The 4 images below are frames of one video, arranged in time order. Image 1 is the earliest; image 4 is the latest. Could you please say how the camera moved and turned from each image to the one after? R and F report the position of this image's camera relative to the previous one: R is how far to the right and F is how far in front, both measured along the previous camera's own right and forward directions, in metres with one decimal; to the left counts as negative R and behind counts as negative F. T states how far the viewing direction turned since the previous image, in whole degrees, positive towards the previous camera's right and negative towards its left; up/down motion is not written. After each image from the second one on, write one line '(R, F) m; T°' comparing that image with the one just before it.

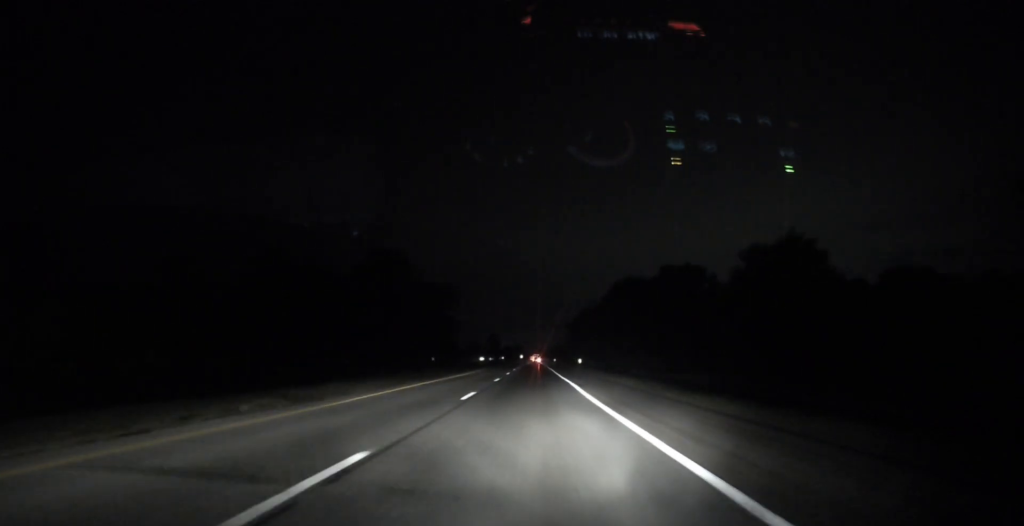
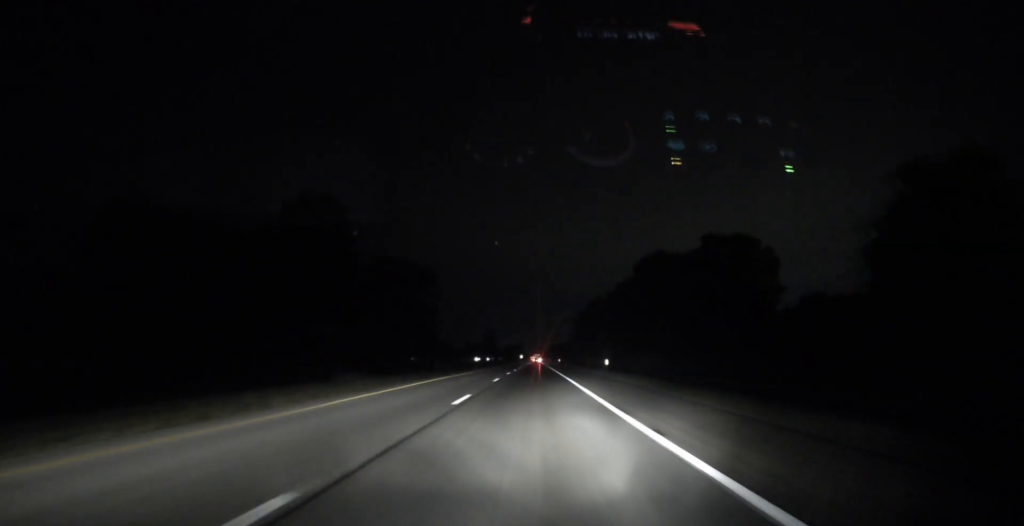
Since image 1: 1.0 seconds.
(0.0, +33.3) m; 0°
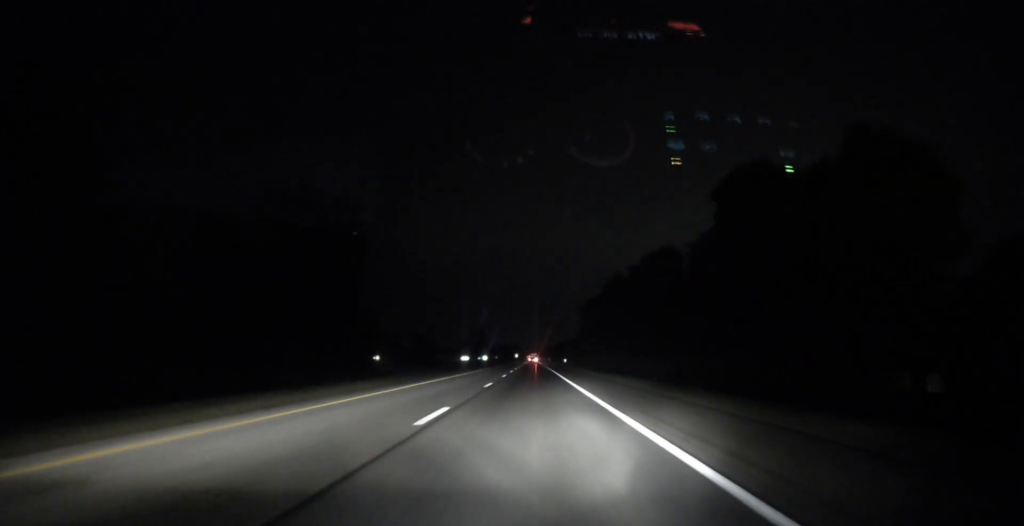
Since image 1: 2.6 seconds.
(-0.1, +50.1) m; 0°
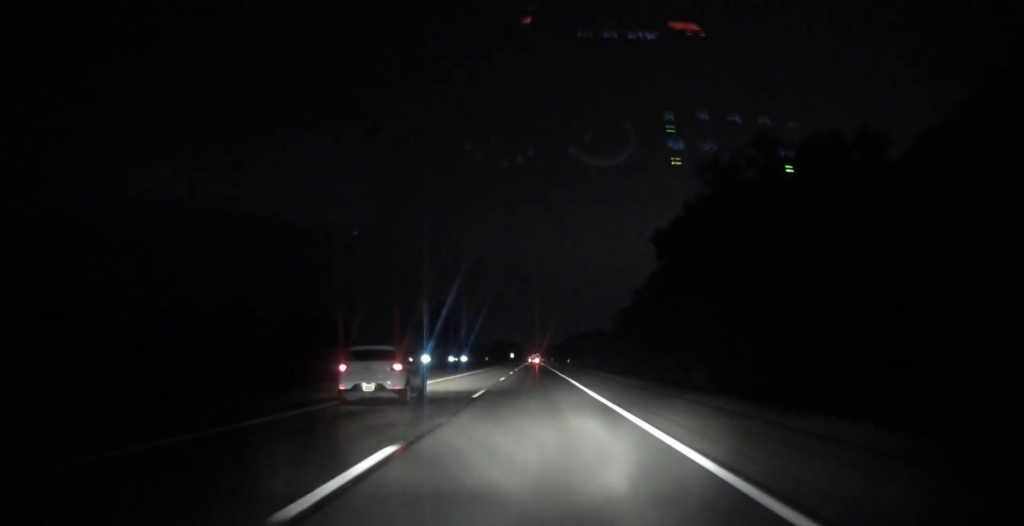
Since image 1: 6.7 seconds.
(+0.1, +128.9) m; 0°
